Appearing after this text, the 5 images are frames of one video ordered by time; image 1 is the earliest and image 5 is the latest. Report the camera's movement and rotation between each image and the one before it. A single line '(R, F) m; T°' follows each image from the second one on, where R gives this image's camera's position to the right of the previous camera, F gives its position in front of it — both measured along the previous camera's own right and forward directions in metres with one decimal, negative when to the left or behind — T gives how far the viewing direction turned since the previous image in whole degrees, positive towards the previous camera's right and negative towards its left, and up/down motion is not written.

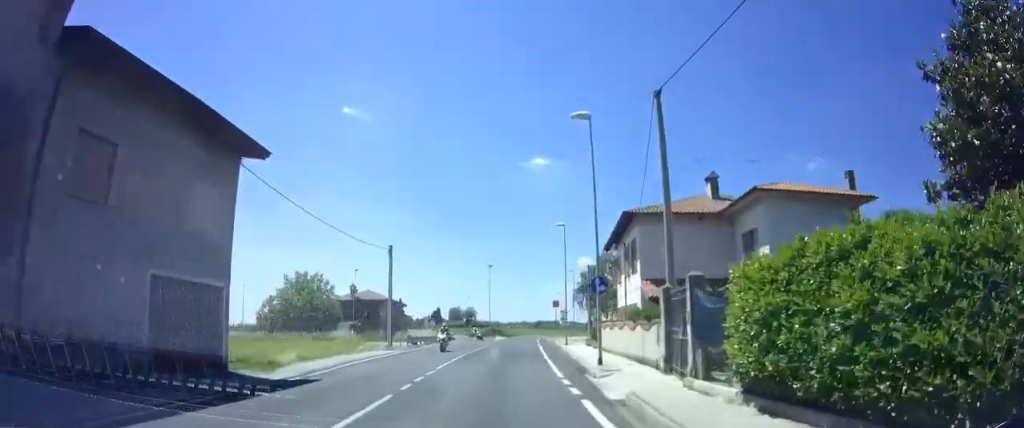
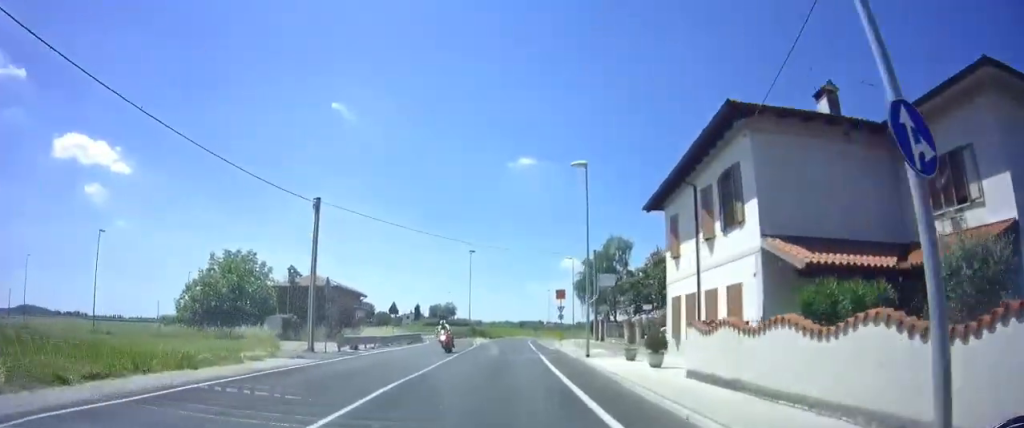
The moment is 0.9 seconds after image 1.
(+0.3, +13.3) m; +1°
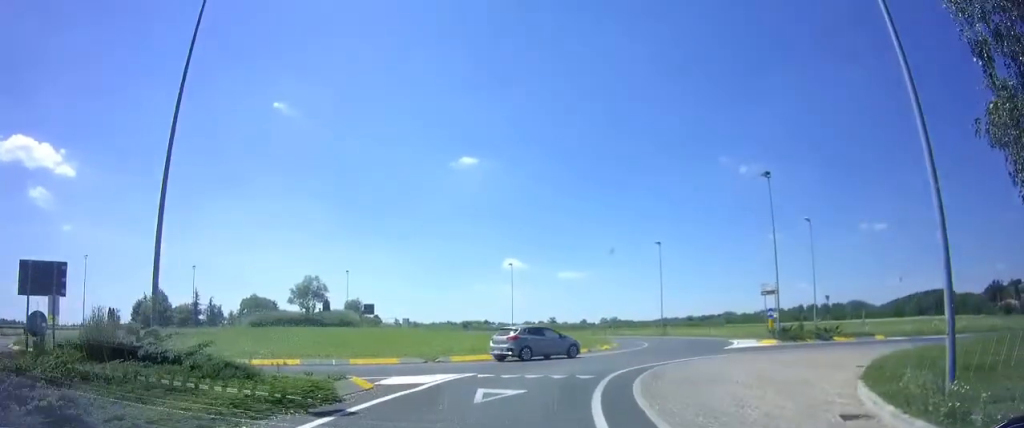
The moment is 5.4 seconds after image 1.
(+1.9, +51.5) m; +8°
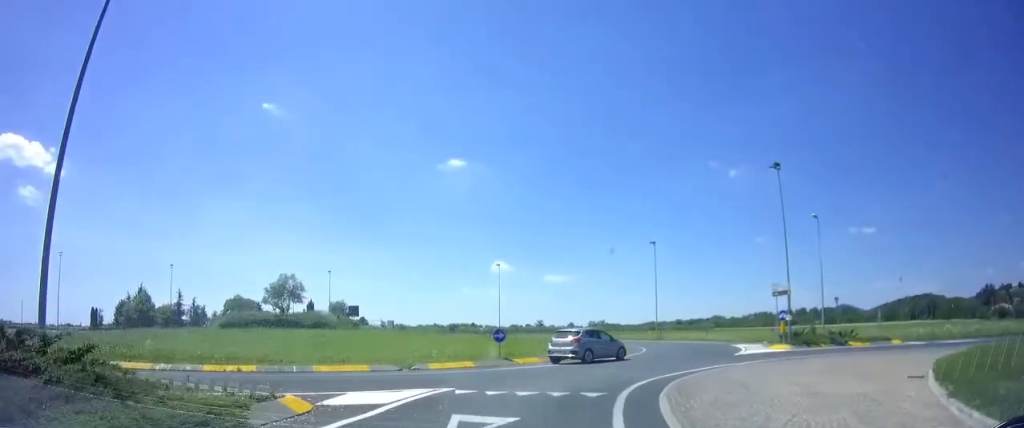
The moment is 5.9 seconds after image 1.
(+0.1, +3.2) m; +4°
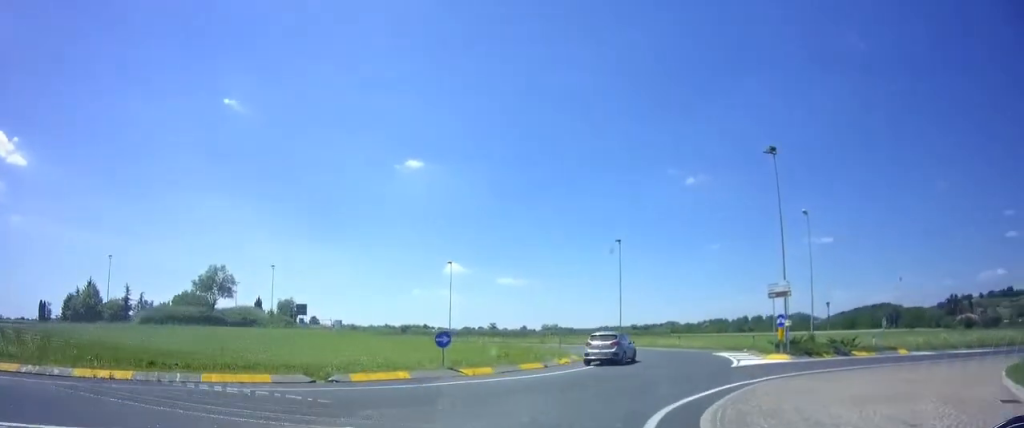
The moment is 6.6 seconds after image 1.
(0.0, +5.6) m; +7°
